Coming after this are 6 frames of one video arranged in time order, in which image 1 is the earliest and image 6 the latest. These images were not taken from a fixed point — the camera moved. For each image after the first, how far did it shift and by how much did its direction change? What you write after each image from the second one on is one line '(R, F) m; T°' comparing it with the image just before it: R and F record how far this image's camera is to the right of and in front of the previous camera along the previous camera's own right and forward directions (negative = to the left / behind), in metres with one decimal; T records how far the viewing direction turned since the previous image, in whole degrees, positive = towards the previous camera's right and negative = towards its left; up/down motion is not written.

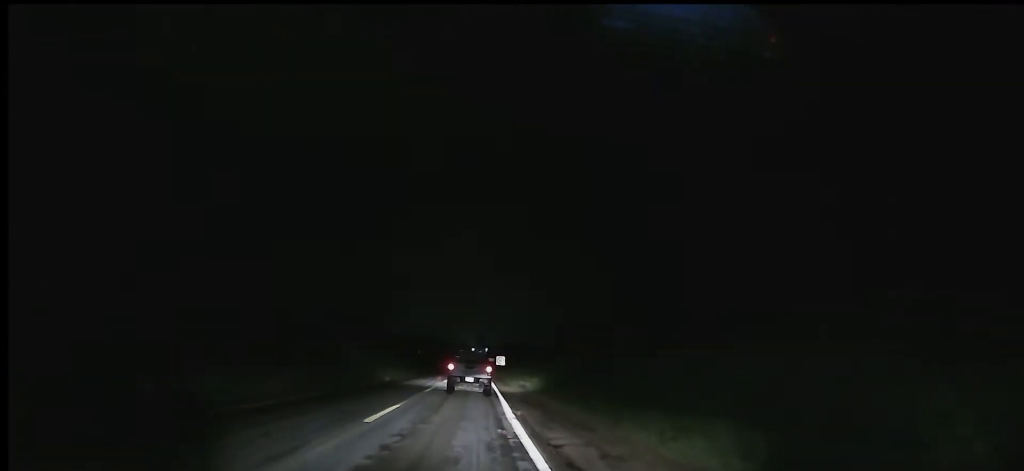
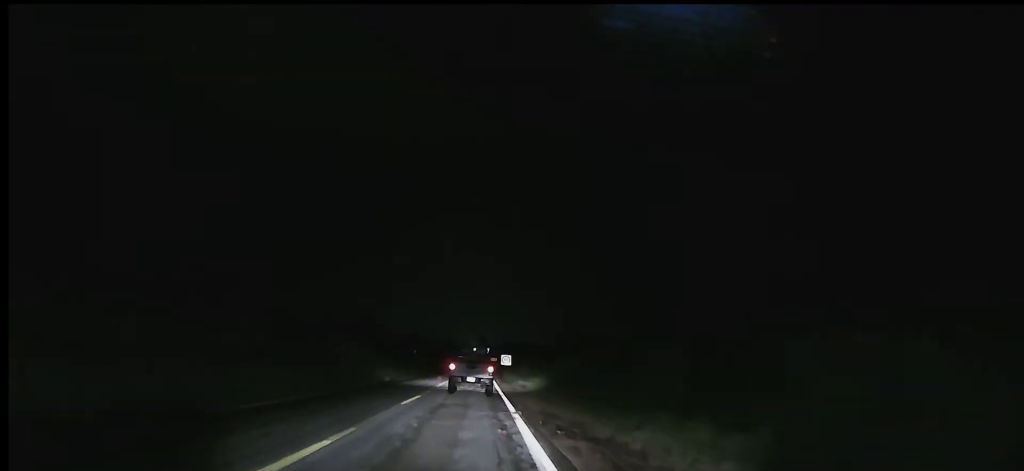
(-0.4, +9.1) m; -2°
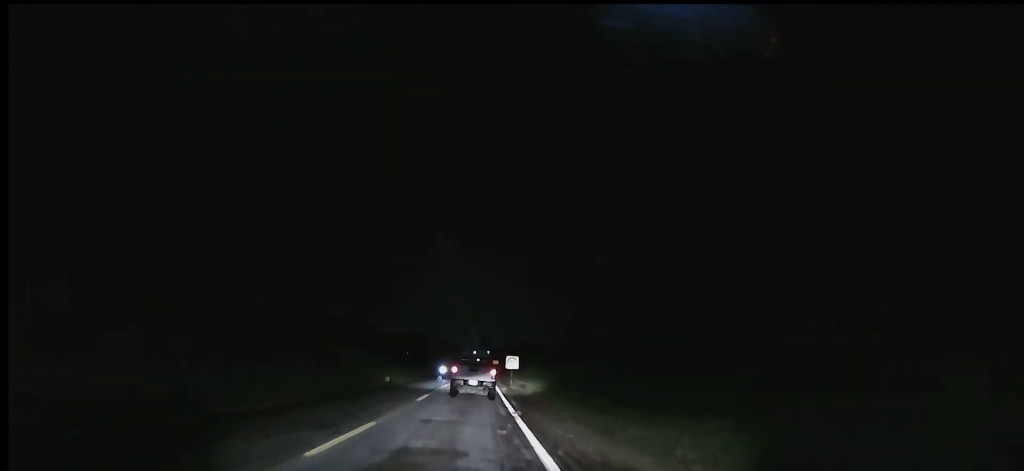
(+0.3, +10.7) m; 0°
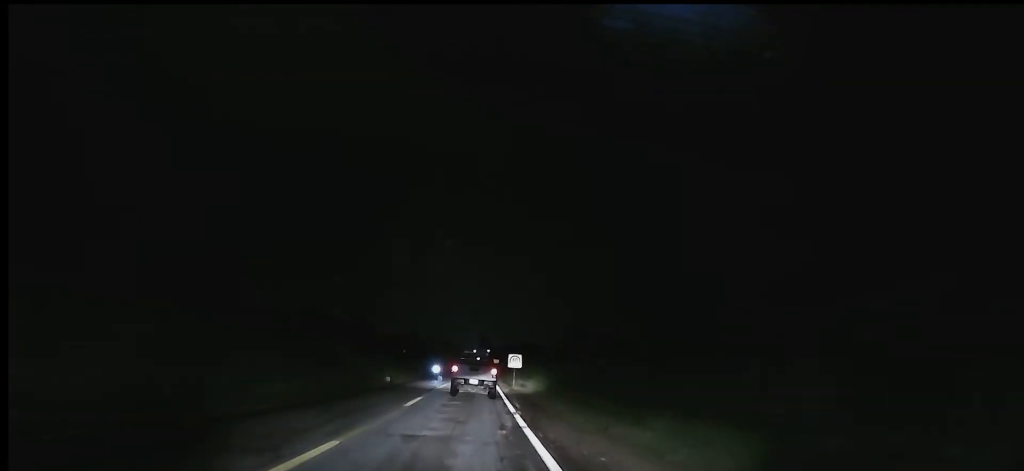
(-0.1, +3.7) m; 0°
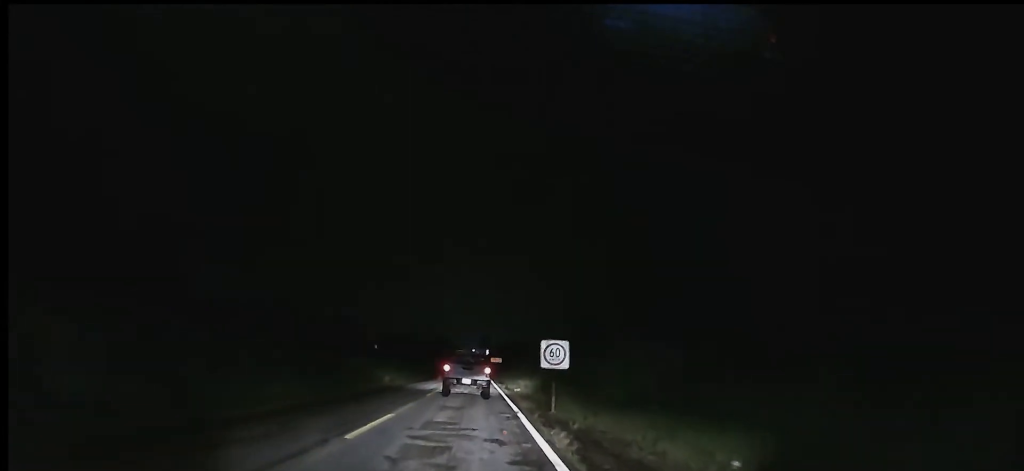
(-0.1, +24.4) m; 0°
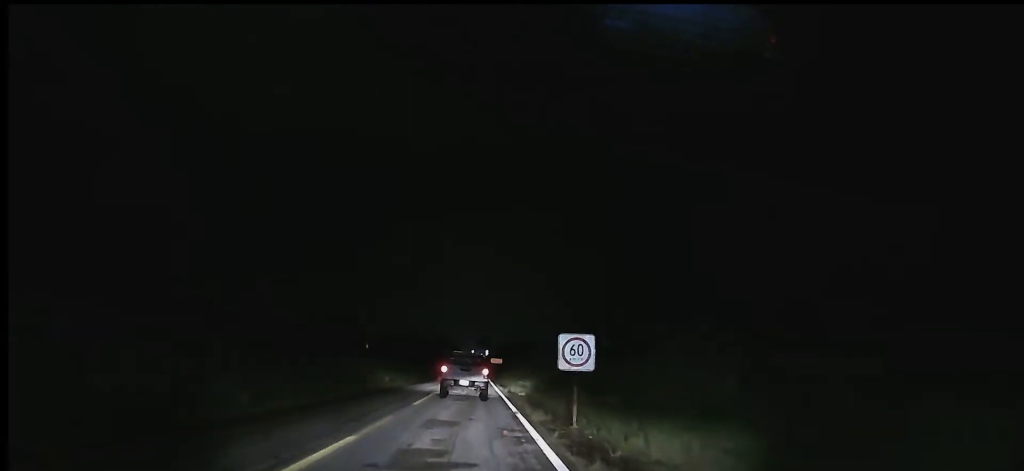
(0.0, +5.3) m; +1°
